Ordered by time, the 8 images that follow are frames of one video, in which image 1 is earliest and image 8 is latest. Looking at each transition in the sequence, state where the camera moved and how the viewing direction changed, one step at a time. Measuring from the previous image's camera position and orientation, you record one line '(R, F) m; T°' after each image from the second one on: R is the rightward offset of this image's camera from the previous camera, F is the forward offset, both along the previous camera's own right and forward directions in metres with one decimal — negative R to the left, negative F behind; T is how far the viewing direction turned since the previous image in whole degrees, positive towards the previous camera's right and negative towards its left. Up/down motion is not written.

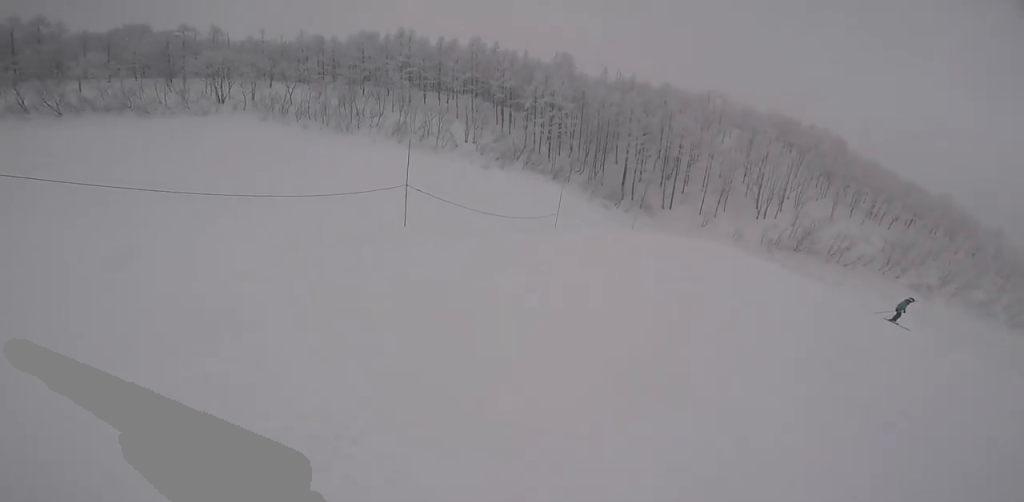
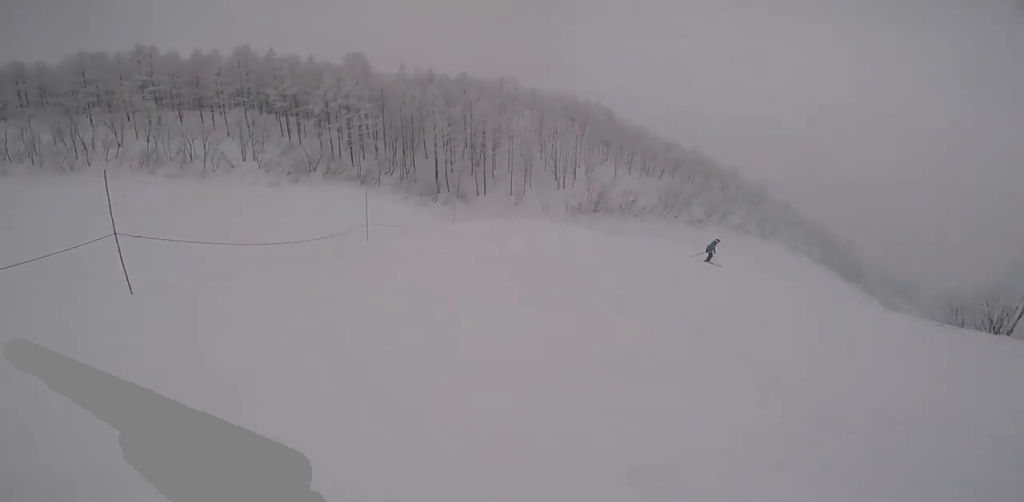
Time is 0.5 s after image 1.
(-0.1, +2.2) m; +3°
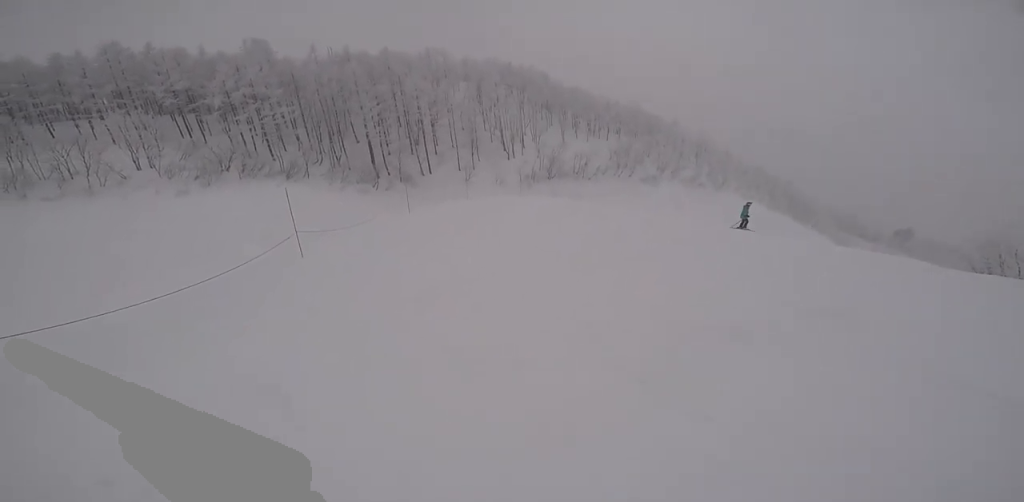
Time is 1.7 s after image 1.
(+0.5, +5.0) m; +29°
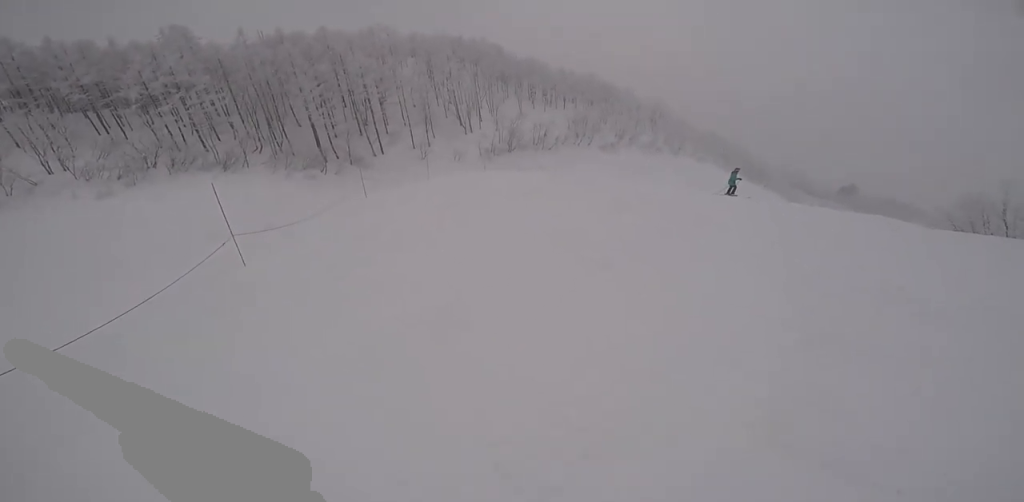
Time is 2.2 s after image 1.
(+0.6, +1.8) m; +15°
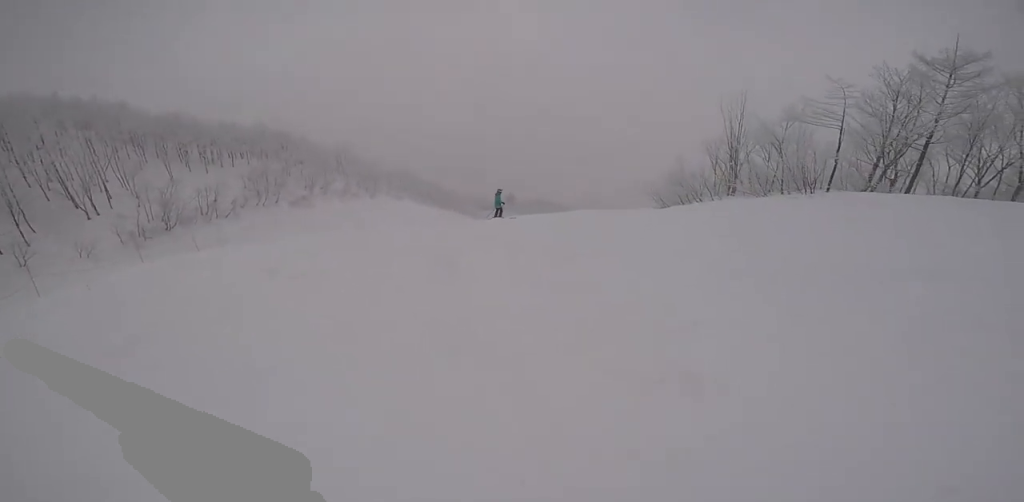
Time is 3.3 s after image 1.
(+1.6, +4.5) m; +32°
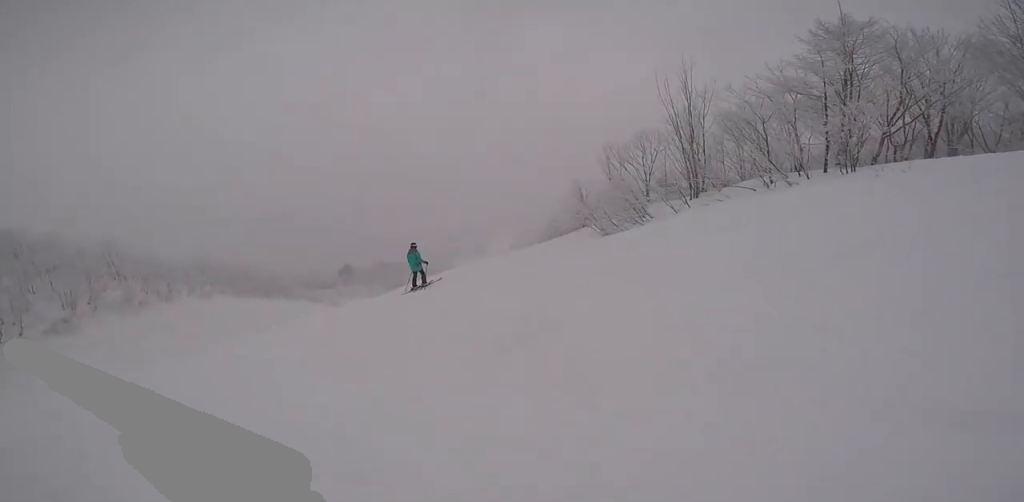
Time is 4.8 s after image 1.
(+1.1, +5.4) m; +6°
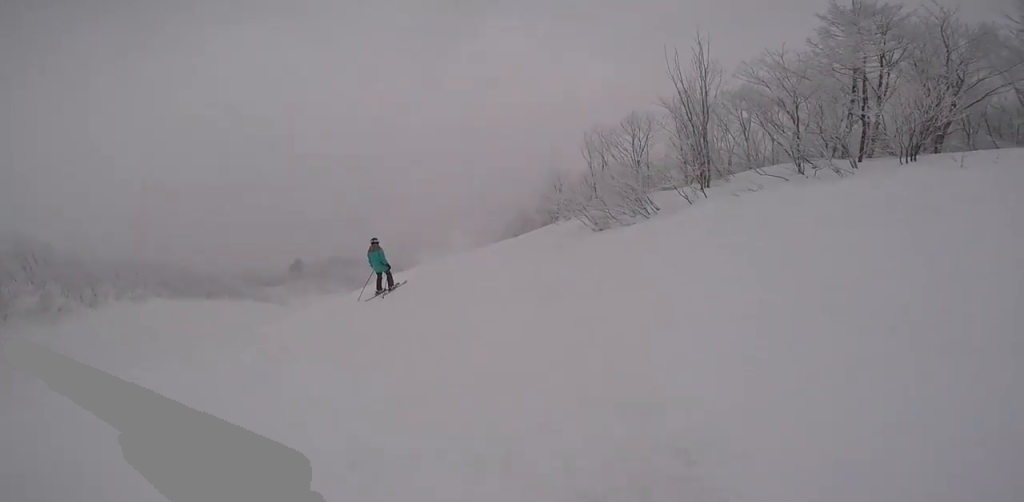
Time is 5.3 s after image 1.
(-0.3, +1.3) m; +3°
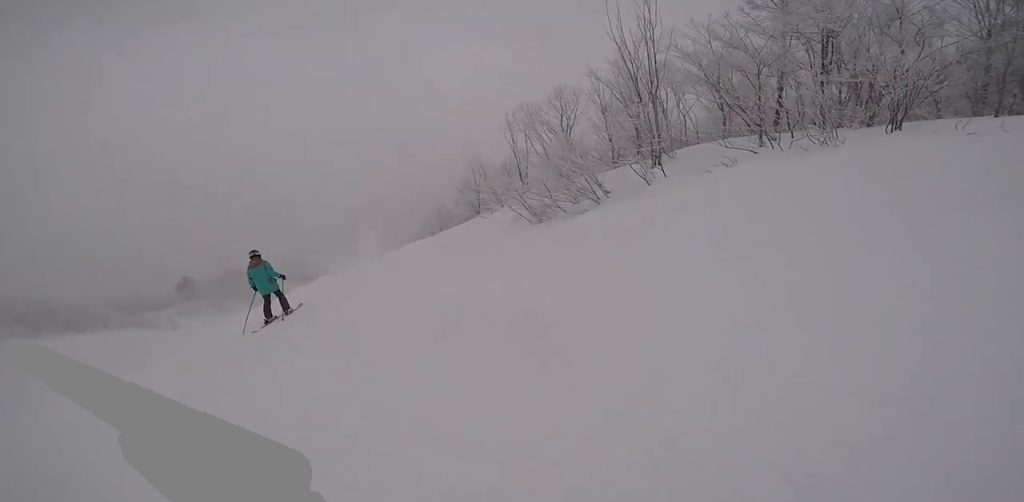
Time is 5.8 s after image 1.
(-0.3, +1.3) m; +4°
